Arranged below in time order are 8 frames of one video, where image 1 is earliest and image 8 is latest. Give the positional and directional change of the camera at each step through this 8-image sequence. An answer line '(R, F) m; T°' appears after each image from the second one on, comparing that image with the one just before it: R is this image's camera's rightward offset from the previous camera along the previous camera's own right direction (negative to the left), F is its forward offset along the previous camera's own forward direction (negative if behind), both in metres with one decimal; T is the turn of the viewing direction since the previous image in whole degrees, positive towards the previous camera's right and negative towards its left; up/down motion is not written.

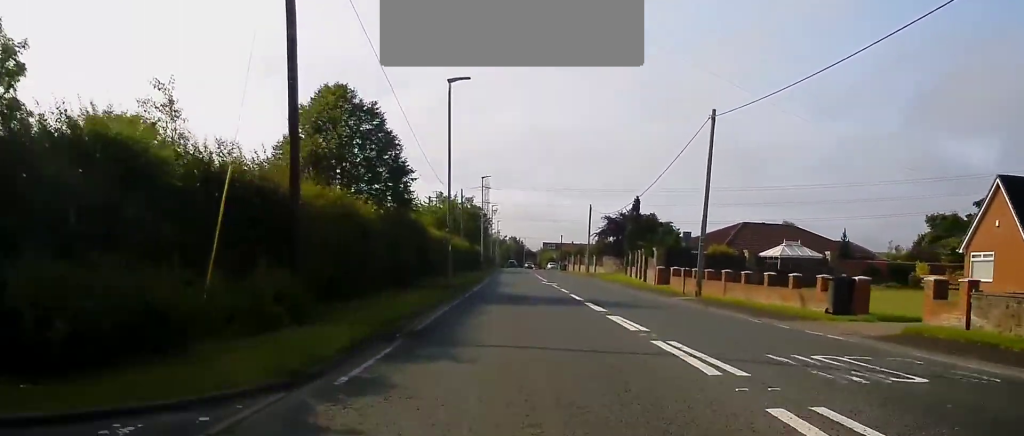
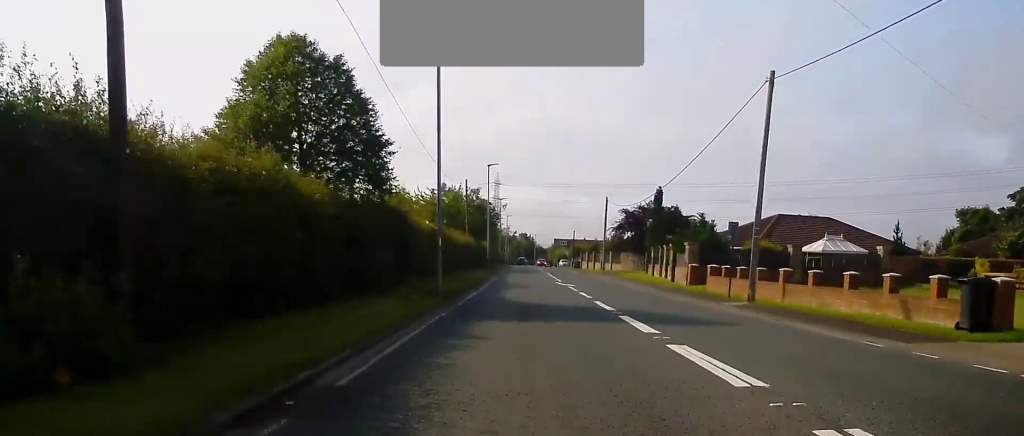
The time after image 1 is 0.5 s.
(+0.1, +6.5) m; 0°
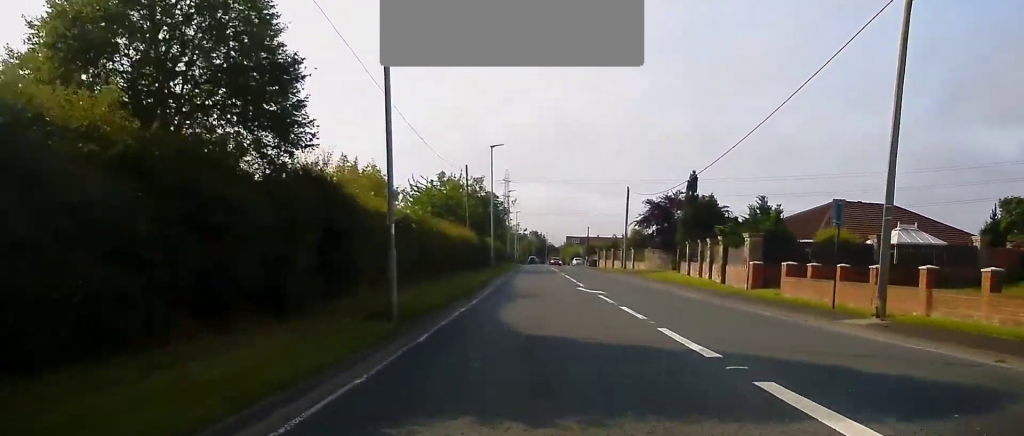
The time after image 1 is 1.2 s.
(+0.1, +9.8) m; -1°
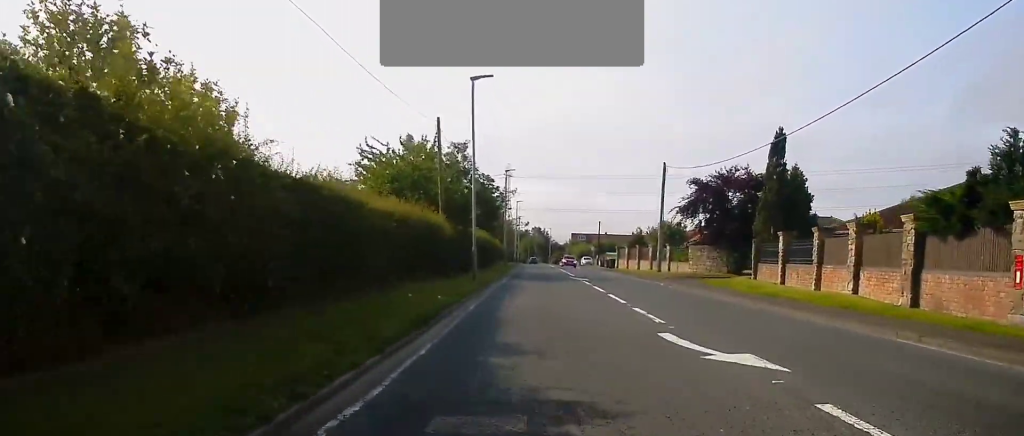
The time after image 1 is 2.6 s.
(-0.6, +19.2) m; -2°
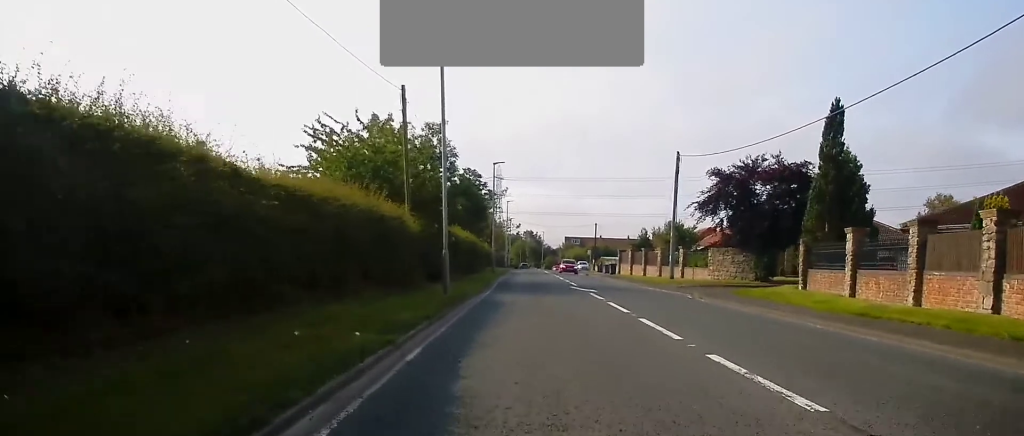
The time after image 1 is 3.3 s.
(0.0, +8.4) m; 0°
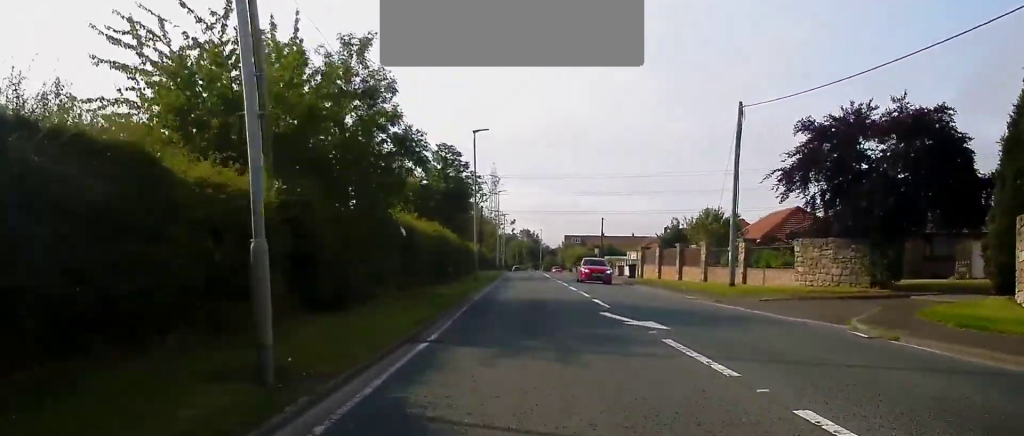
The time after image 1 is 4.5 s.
(-0.1, +15.8) m; 0°
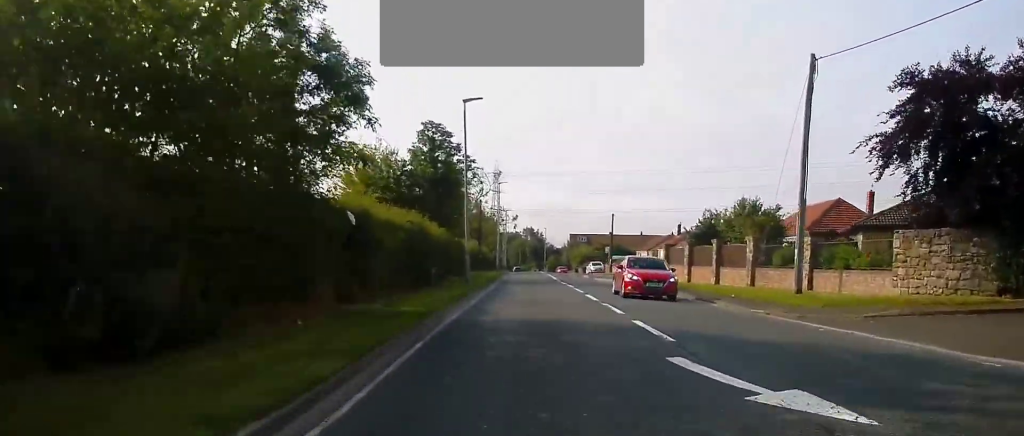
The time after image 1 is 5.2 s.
(0.0, +8.5) m; 0°
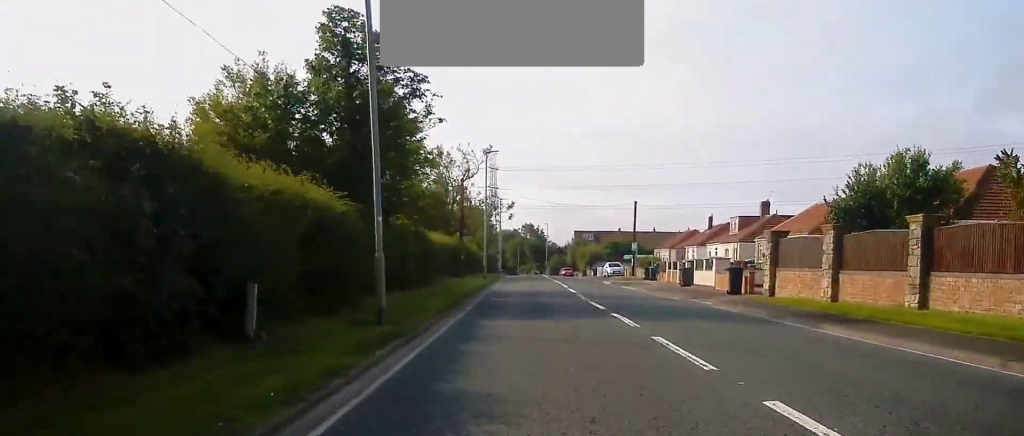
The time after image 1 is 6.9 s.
(0.0, +20.9) m; 0°
